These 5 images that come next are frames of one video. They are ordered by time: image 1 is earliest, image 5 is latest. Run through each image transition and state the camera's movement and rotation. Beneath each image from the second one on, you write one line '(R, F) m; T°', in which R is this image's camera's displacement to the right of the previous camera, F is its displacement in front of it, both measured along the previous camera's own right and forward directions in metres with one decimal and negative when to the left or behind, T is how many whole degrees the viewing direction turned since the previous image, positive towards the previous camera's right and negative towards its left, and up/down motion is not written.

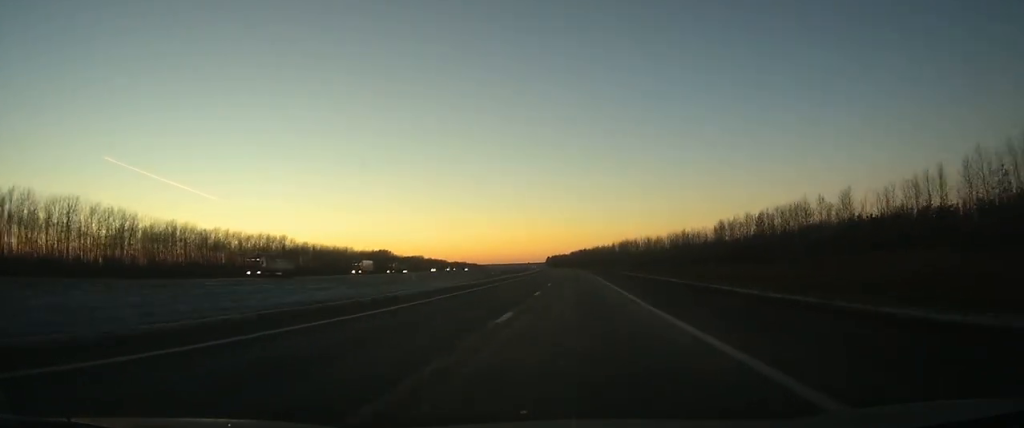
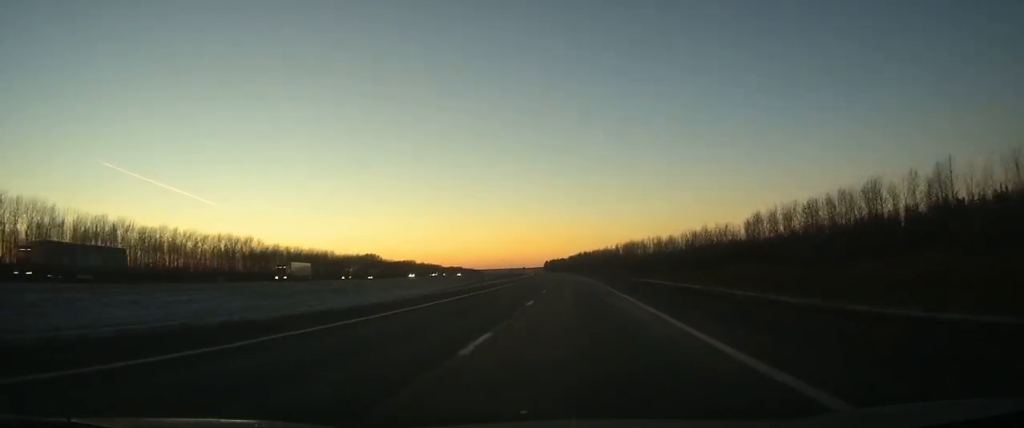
(+0.1, +24.3) m; 0°
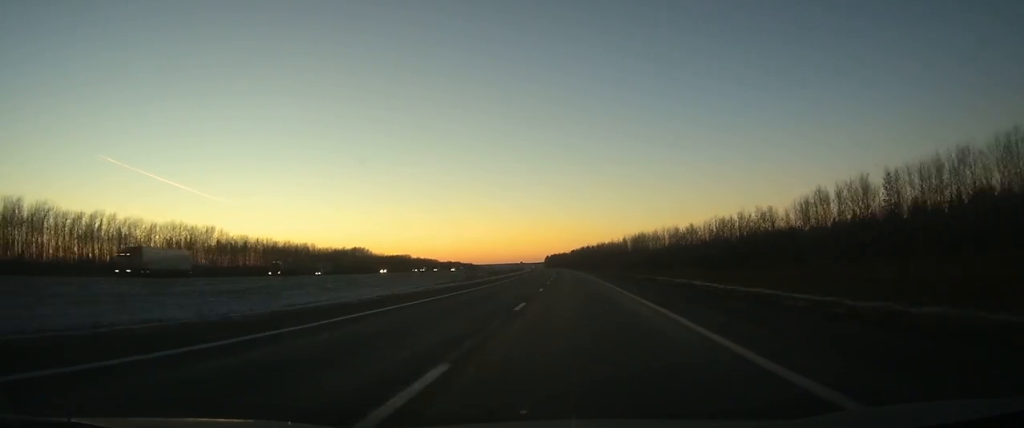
(+0.1, +23.4) m; 0°
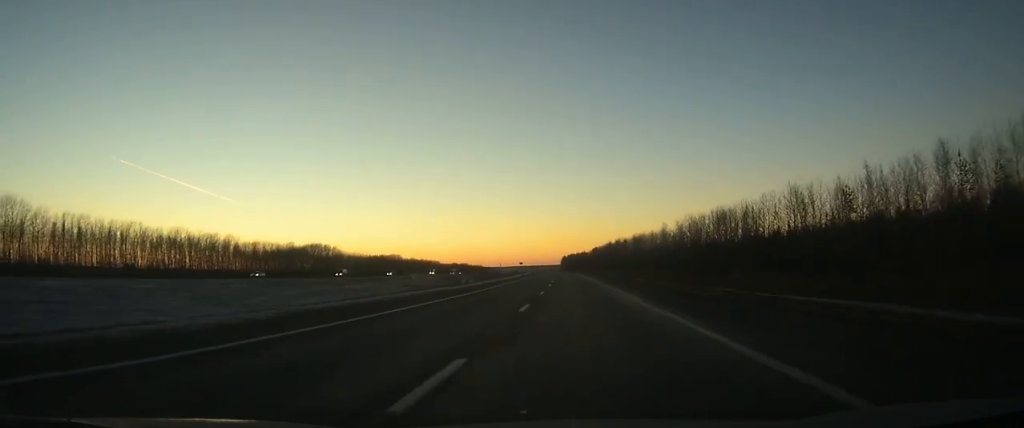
(-0.2, +82.5) m; -1°
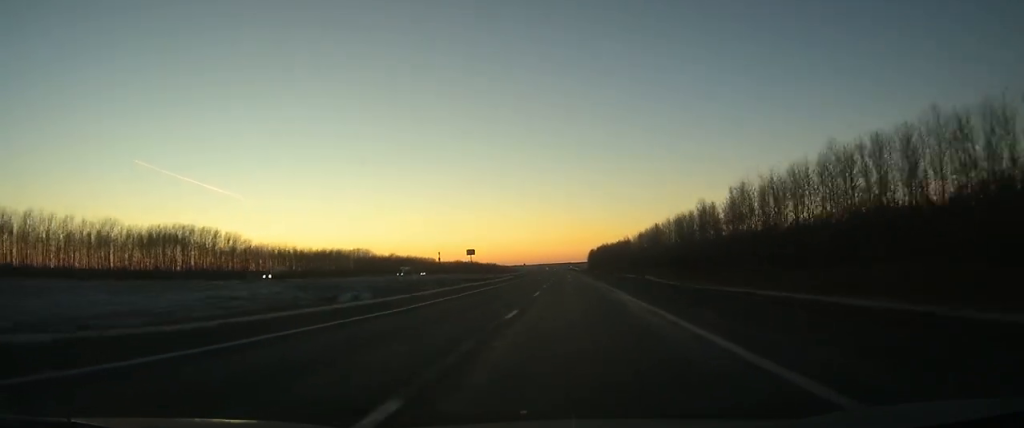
(-3.2, +128.0) m; -3°
